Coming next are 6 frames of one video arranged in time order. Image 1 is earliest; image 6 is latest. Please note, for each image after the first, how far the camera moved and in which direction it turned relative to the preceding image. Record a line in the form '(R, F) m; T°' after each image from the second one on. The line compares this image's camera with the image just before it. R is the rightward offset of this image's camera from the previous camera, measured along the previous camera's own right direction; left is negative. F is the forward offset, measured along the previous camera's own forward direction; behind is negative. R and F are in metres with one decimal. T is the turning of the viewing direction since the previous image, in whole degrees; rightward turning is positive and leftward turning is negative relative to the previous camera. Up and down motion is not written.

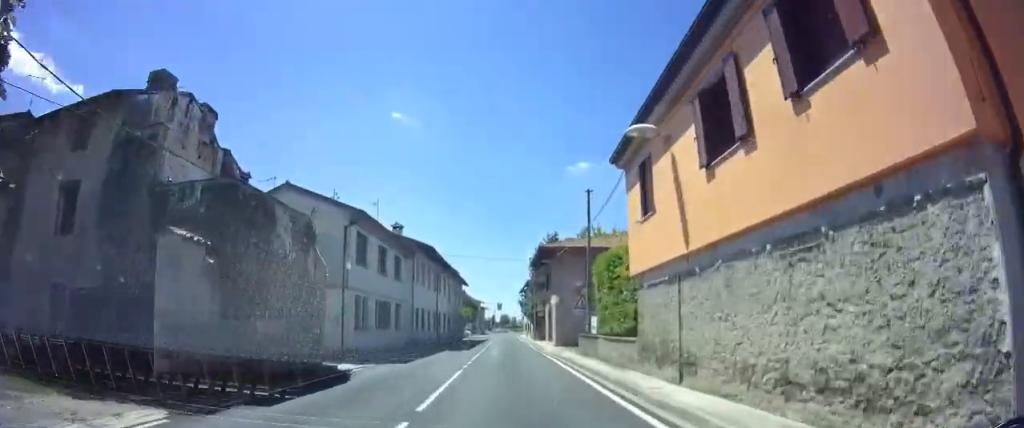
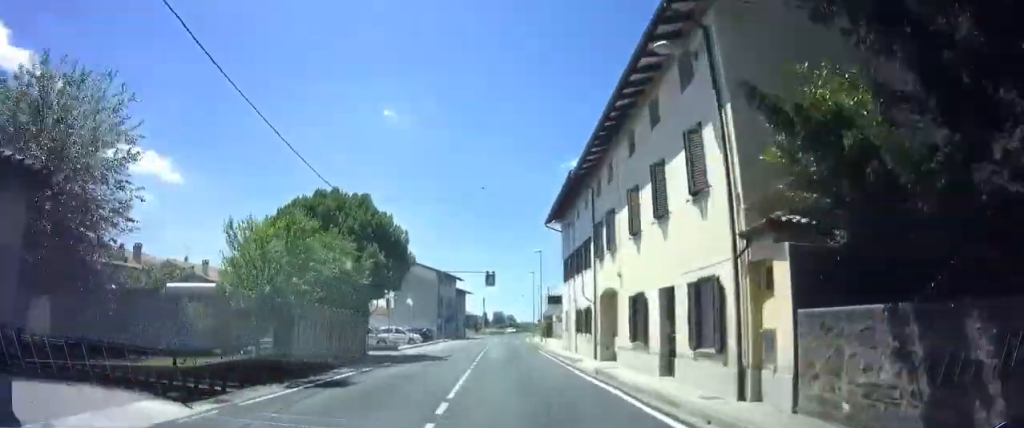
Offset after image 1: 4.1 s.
(0.0, +61.2) m; 0°
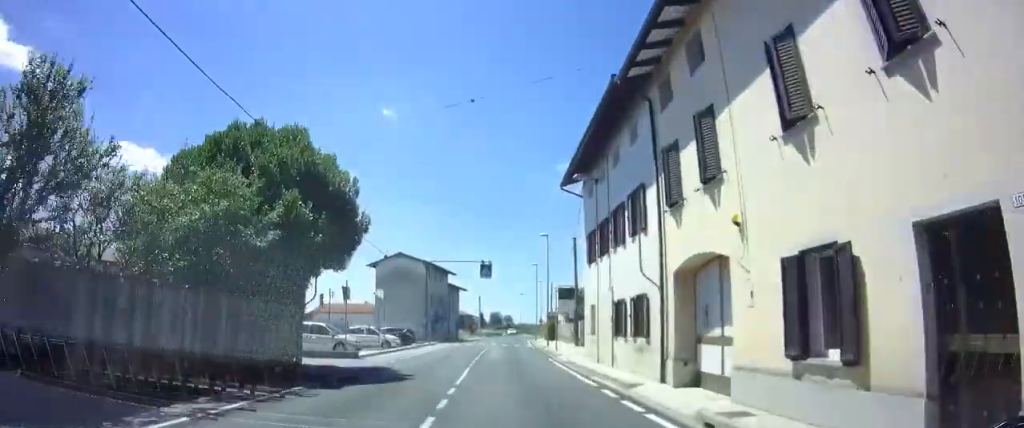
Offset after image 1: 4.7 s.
(+0.3, +9.1) m; +1°
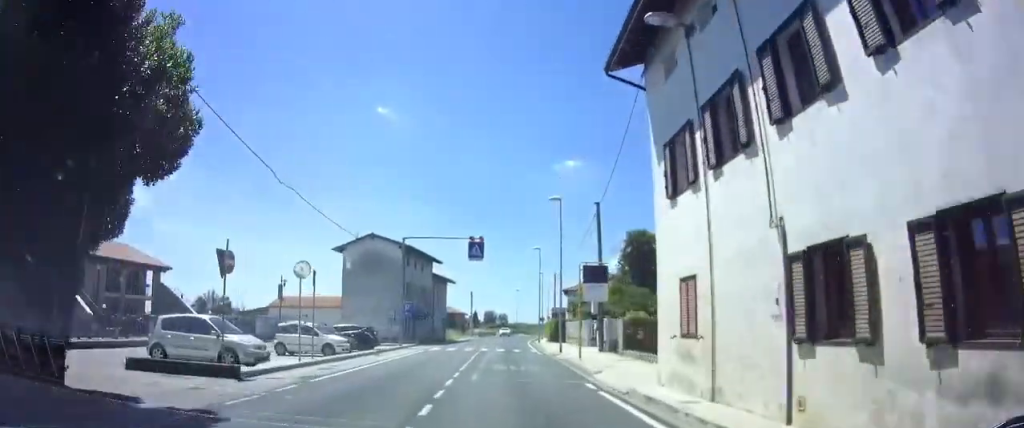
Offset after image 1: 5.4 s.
(+0.1, +10.6) m; +1°
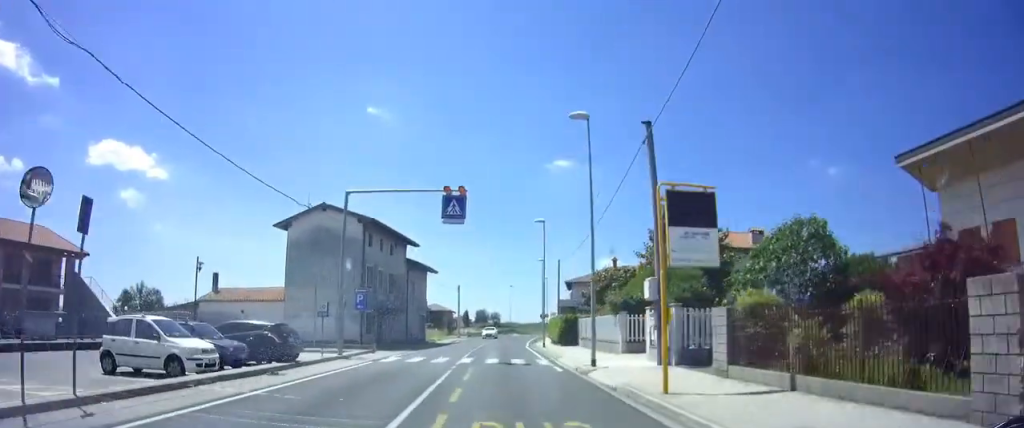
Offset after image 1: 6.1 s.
(0.0, +11.2) m; 0°
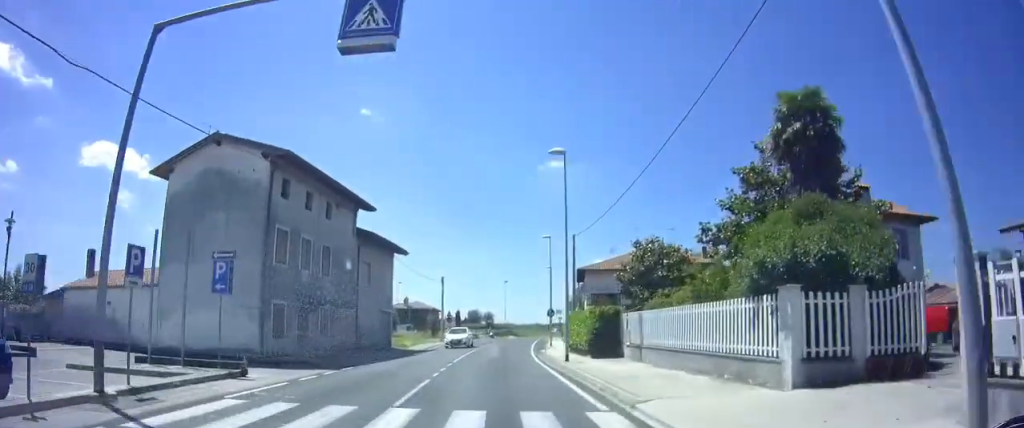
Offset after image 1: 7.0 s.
(0.0, +14.3) m; 0°
